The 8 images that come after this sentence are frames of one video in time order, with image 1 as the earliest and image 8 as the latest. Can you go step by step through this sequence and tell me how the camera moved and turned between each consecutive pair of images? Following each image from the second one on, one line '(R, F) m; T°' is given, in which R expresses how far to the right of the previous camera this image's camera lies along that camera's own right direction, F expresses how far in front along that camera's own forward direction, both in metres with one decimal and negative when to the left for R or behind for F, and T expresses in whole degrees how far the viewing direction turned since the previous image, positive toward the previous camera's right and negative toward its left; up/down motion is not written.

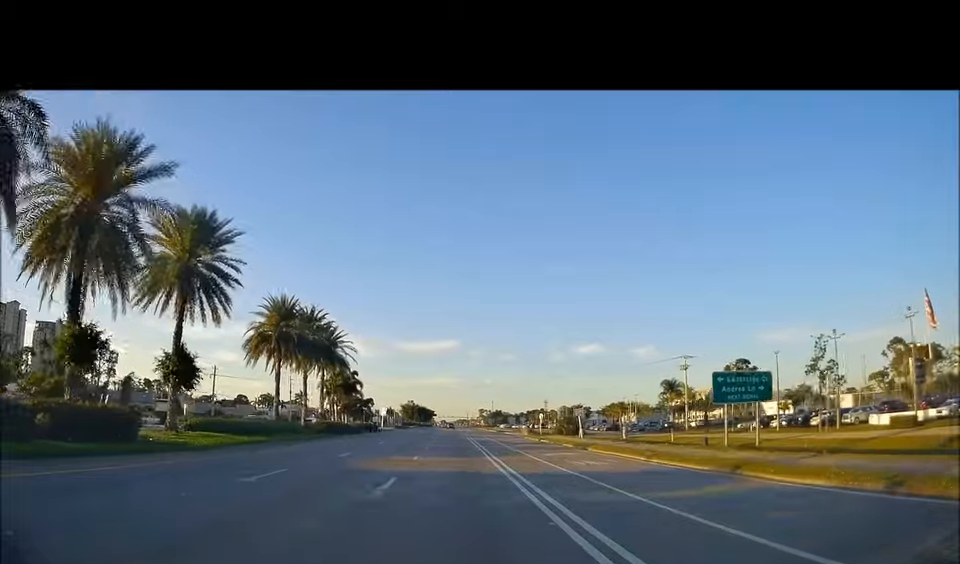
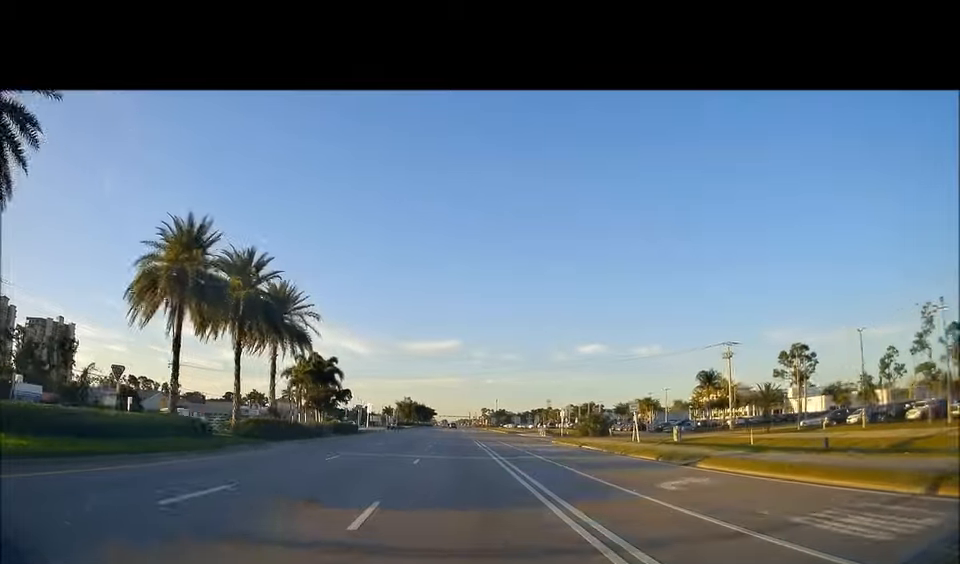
(+0.1, +17.2) m; -1°
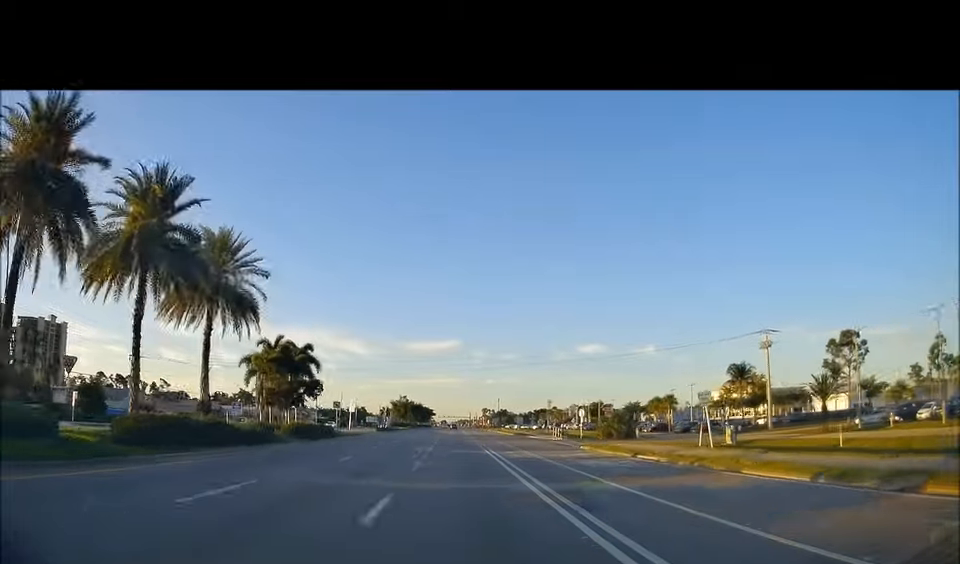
(-0.3, +12.0) m; 0°
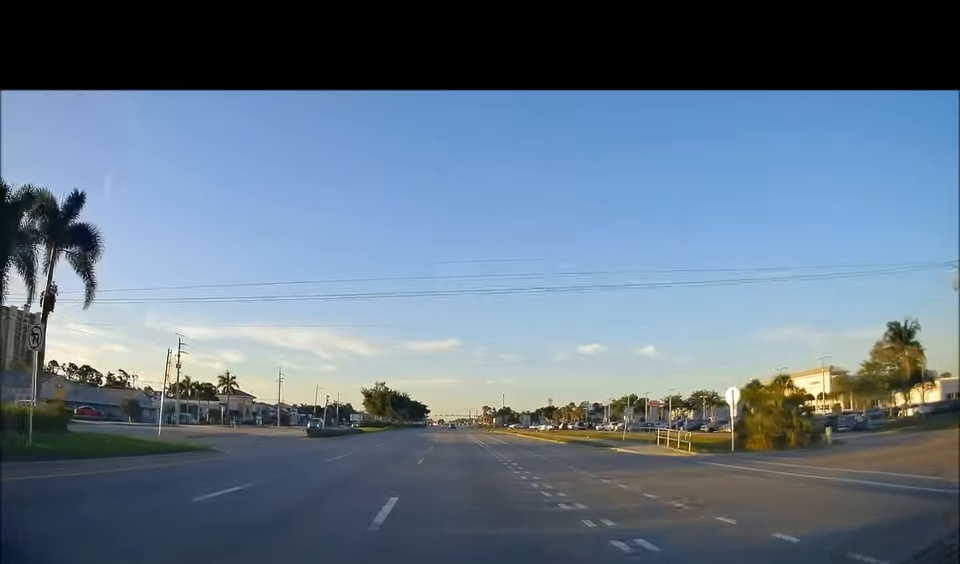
(-0.1, +36.7) m; 0°
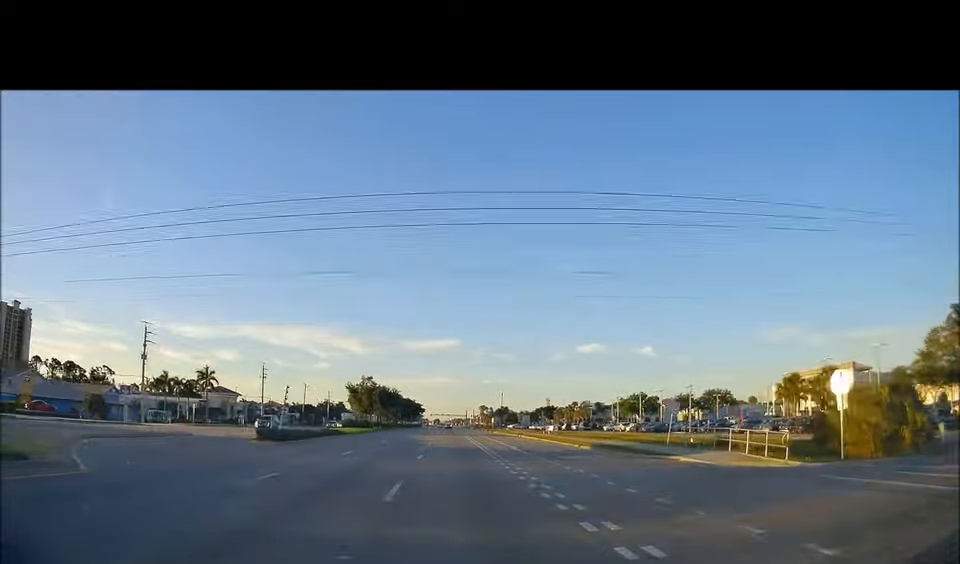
(+0.2, +9.7) m; 0°
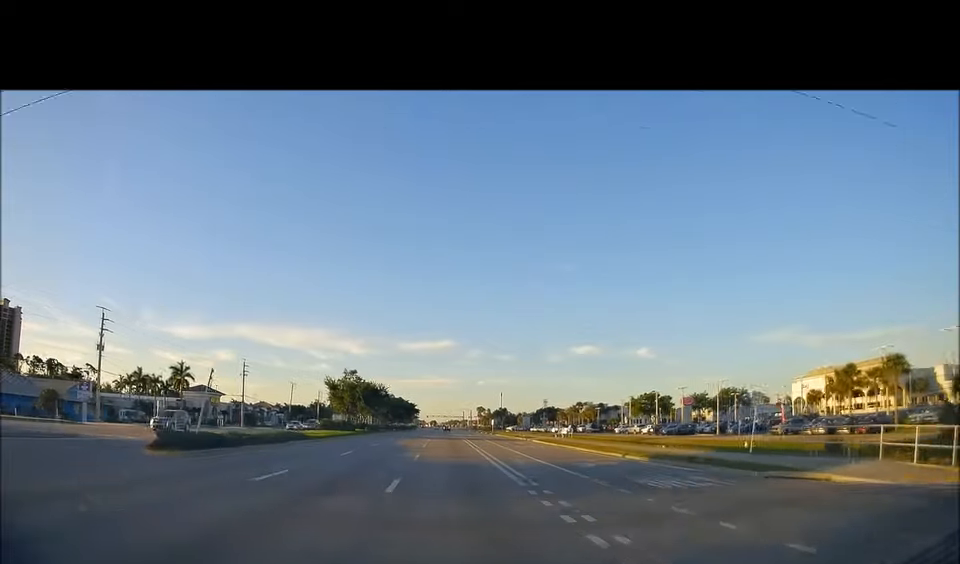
(+0.1, +10.3) m; 0°
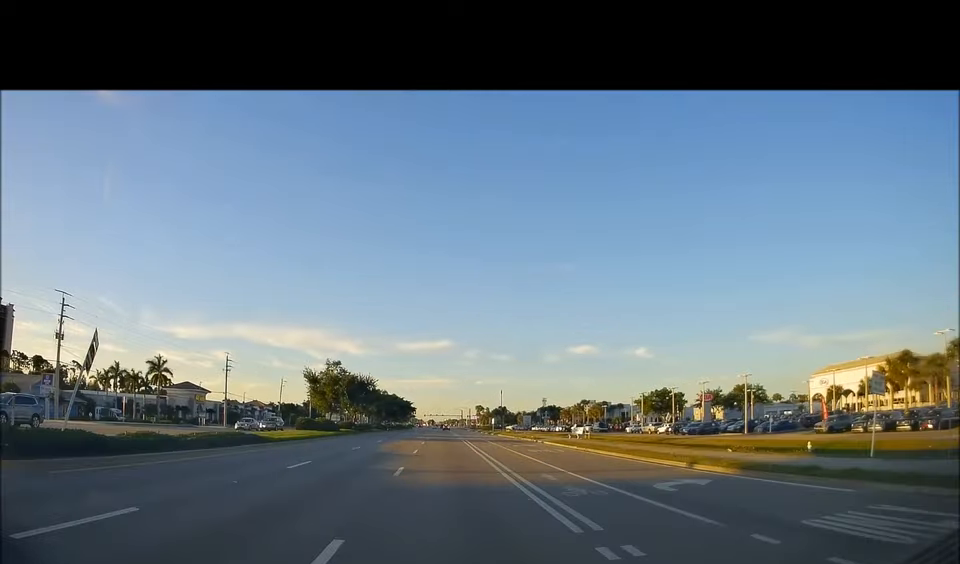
(-0.2, +8.1) m; 0°
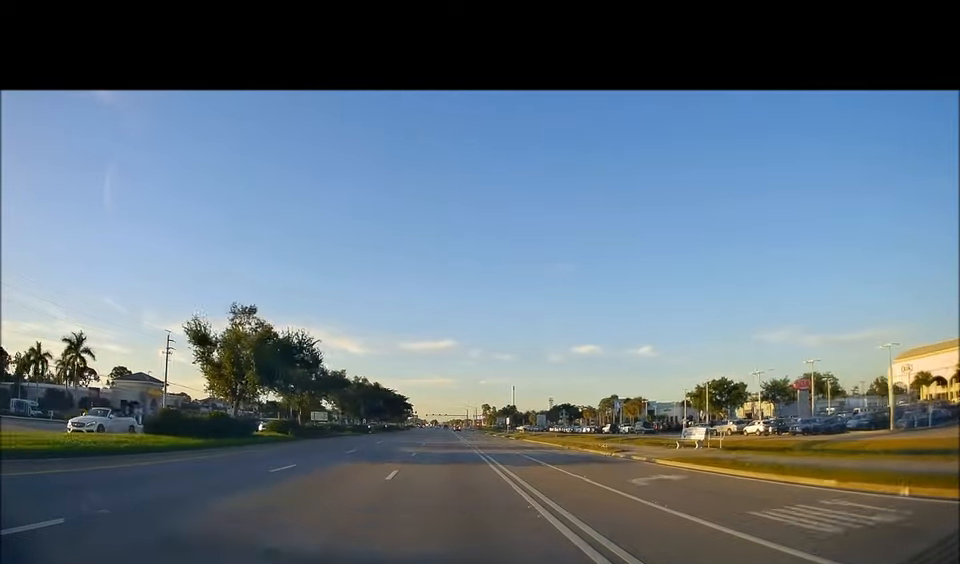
(+0.3, +23.9) m; +1°
